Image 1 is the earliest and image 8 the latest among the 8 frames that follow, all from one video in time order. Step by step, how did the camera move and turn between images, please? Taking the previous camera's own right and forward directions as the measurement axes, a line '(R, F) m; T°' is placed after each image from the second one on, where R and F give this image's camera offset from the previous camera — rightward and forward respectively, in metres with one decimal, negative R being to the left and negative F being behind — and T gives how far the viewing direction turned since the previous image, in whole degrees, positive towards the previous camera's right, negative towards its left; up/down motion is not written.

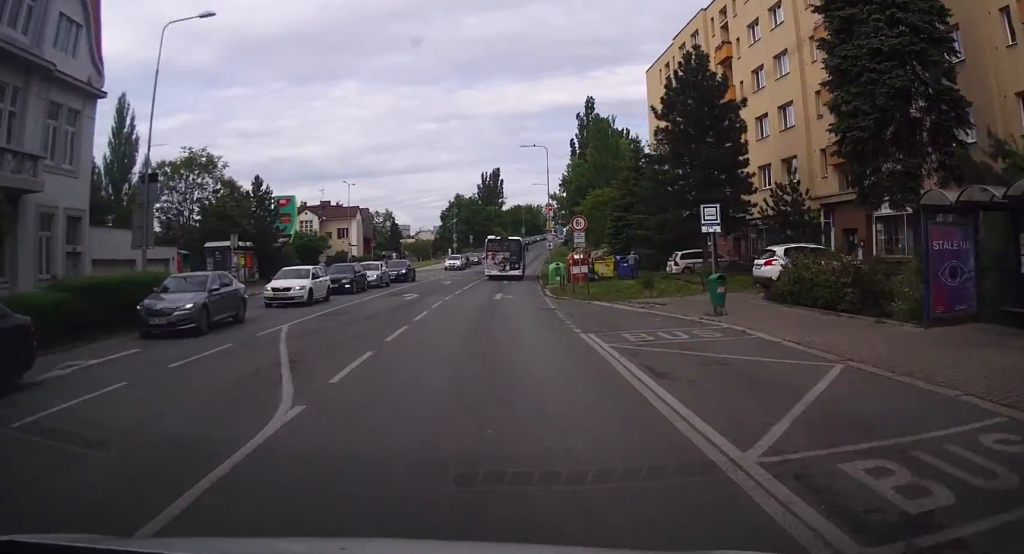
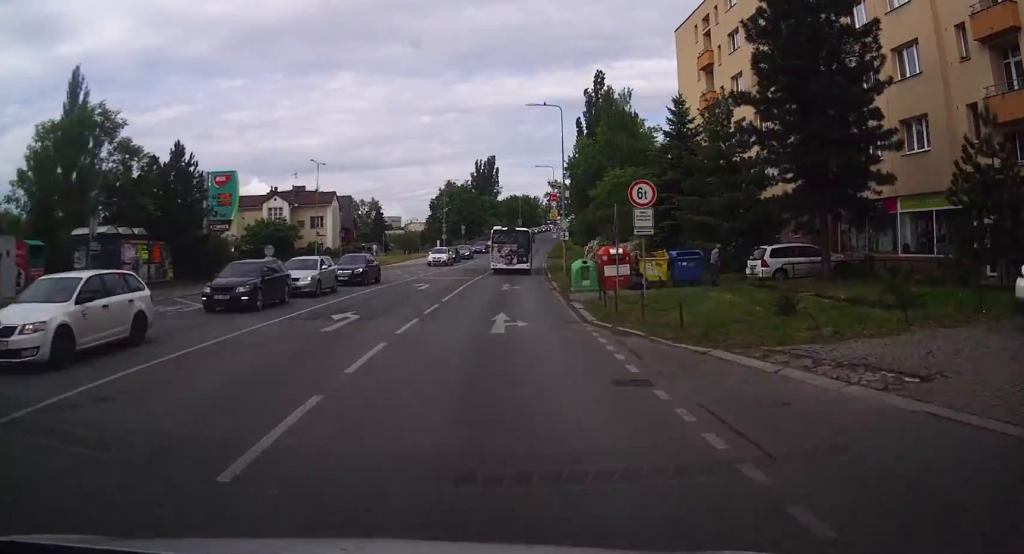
(-0.2, +11.3) m; +2°
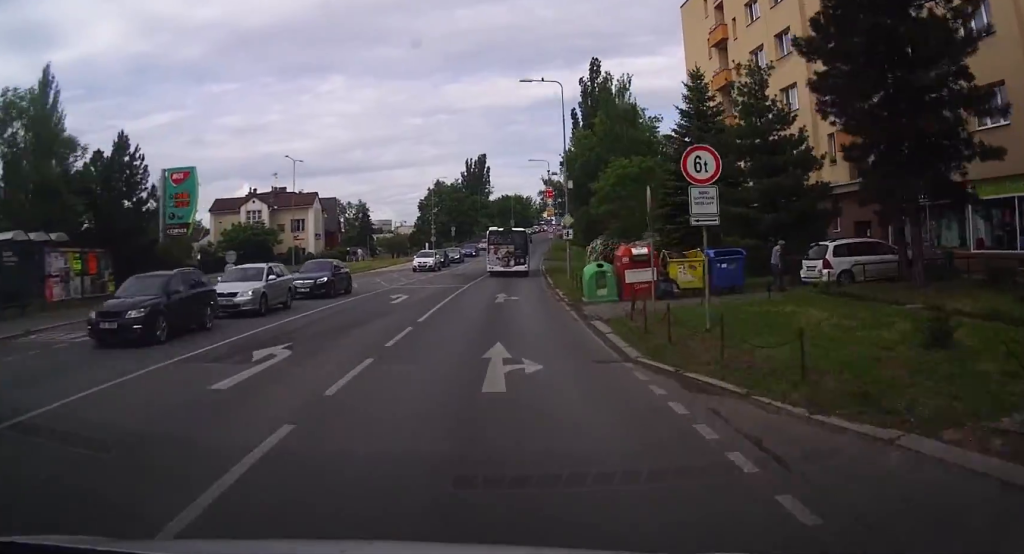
(+0.3, +5.2) m; +1°
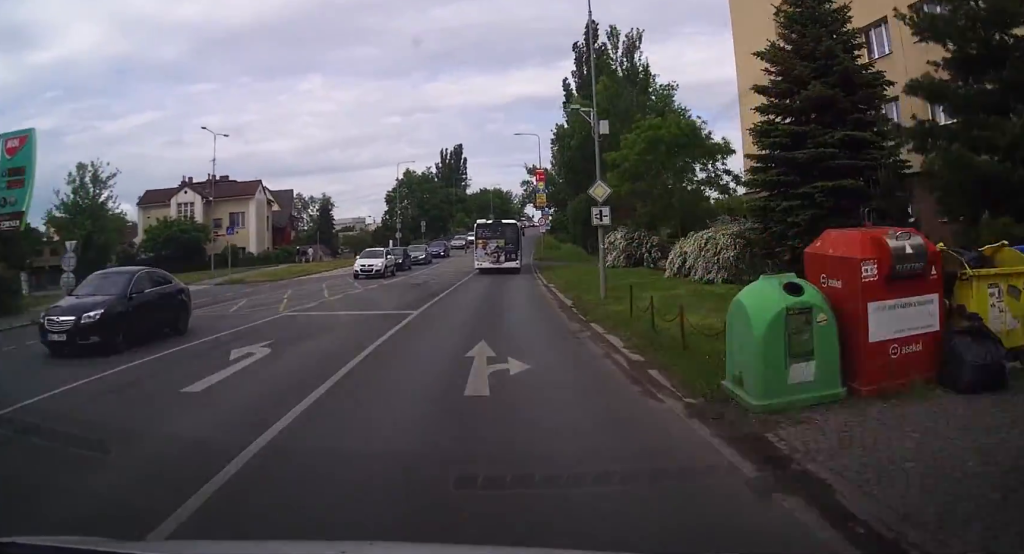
(+0.2, +14.5) m; +1°
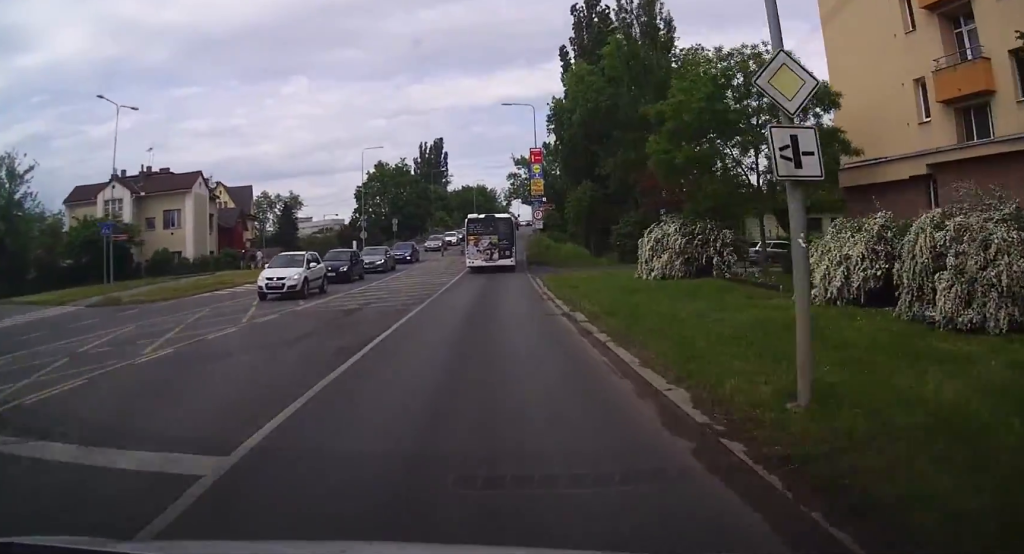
(0.0, +13.7) m; 0°
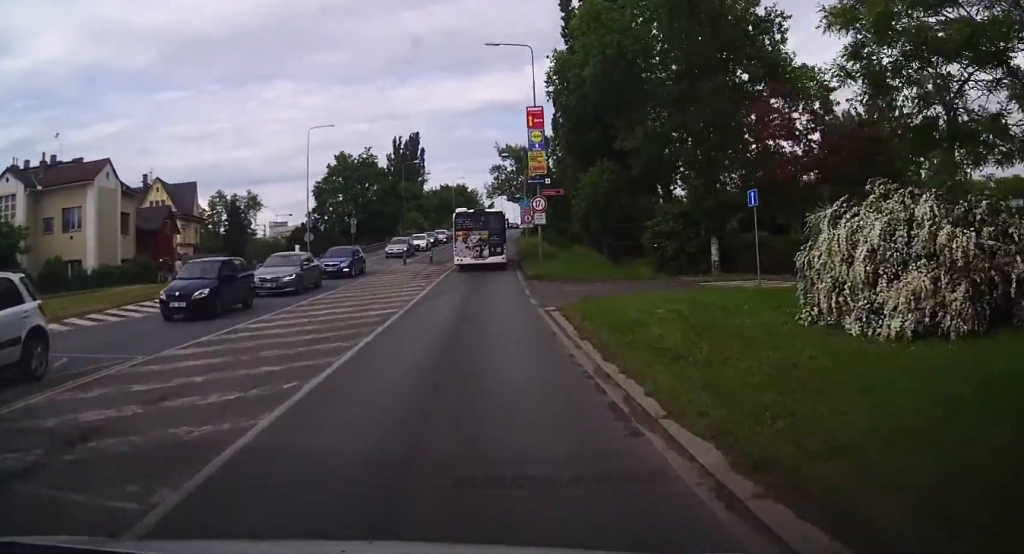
(-0.1, +16.7) m; +2°
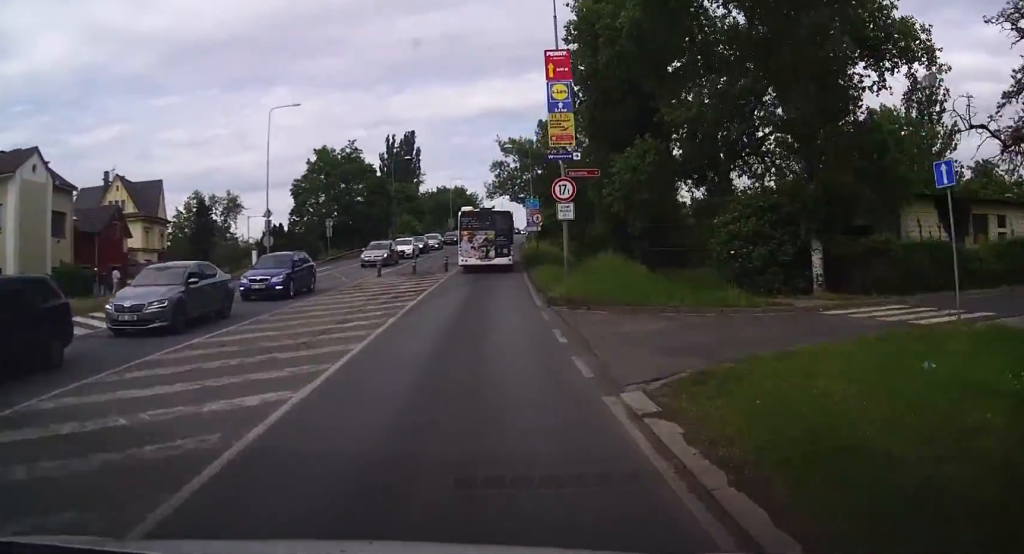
(+0.3, +11.6) m; +1°
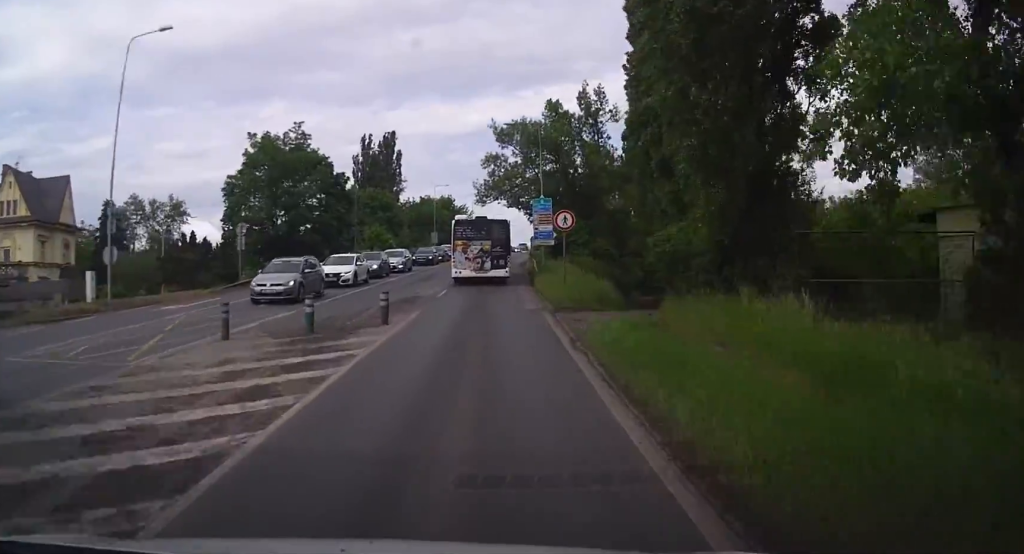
(0.0, +20.5) m; +1°
